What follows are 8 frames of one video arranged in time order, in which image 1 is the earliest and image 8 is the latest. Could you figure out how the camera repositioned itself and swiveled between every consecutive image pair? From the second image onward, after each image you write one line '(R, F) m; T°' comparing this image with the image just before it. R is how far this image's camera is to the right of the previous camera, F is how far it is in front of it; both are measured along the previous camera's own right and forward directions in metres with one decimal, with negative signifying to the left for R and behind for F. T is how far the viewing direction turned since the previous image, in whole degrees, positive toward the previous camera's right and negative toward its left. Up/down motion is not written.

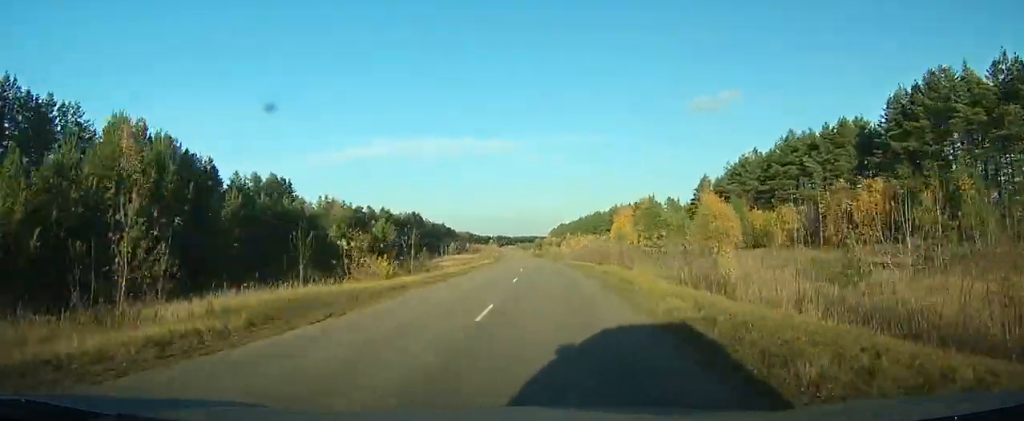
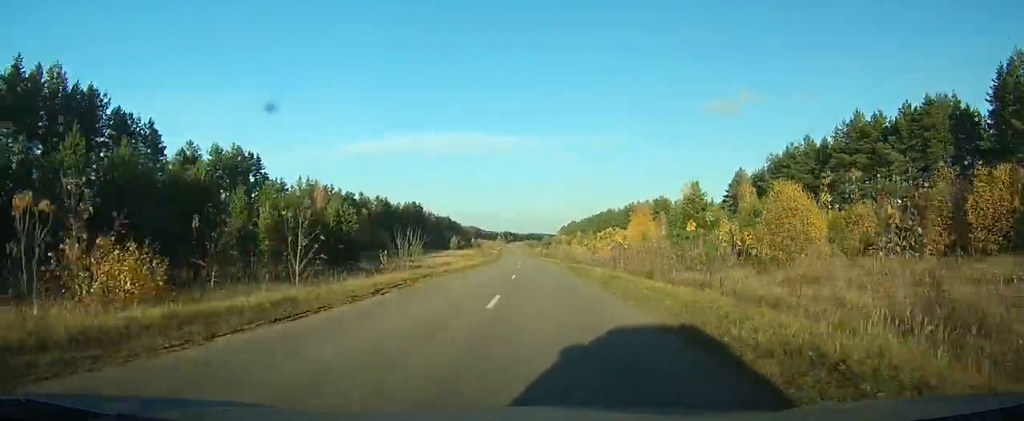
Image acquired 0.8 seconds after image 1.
(-0.3, +23.2) m; -1°
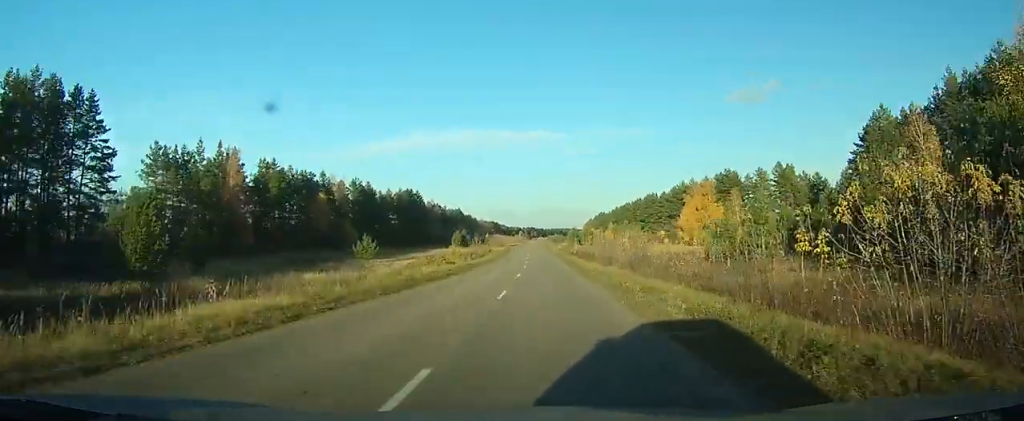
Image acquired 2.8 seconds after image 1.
(-1.4, +57.8) m; -2°
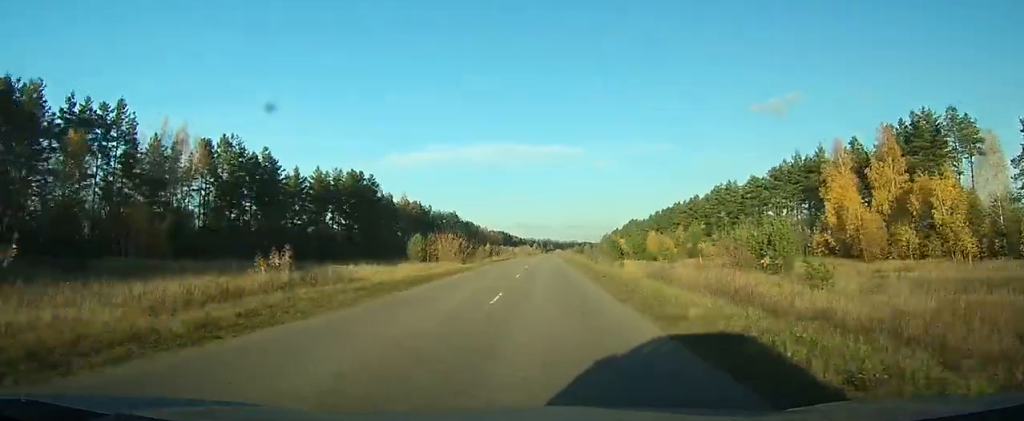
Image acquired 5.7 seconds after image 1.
(-1.0, +81.6) m; -2°
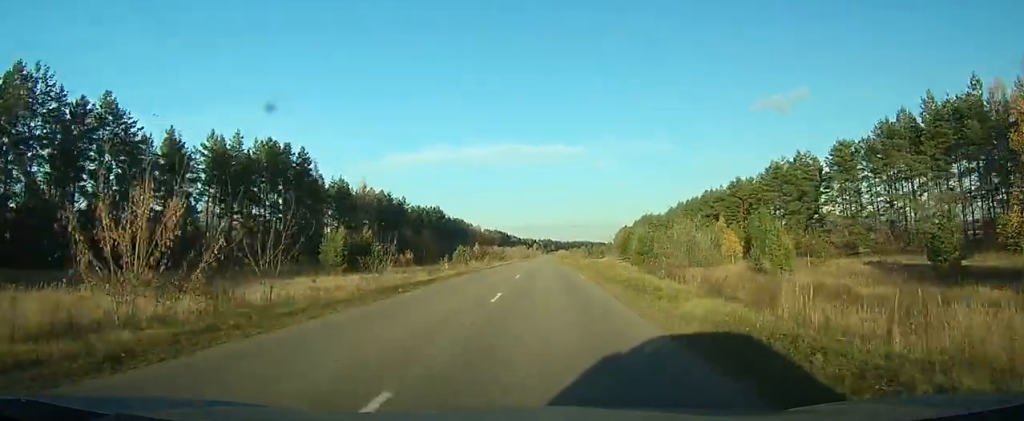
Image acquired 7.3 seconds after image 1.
(-0.5, +43.3) m; -1°
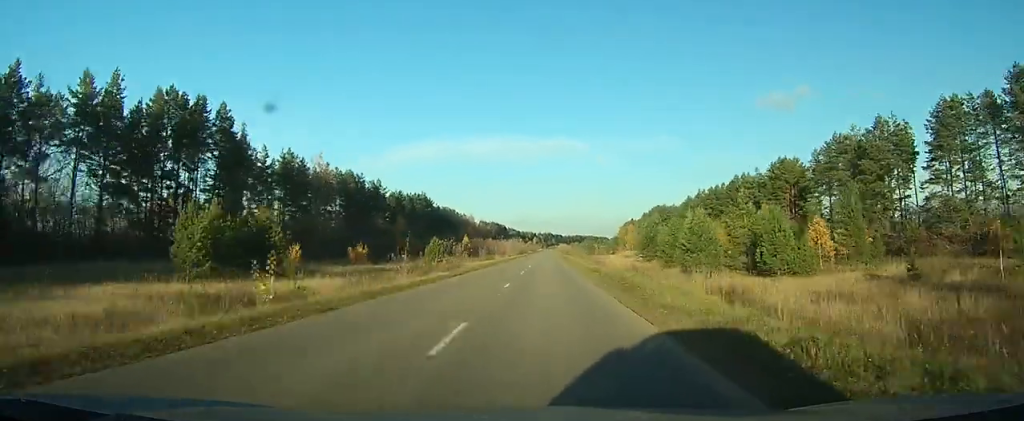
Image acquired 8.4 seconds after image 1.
(-0.4, +28.9) m; 0°
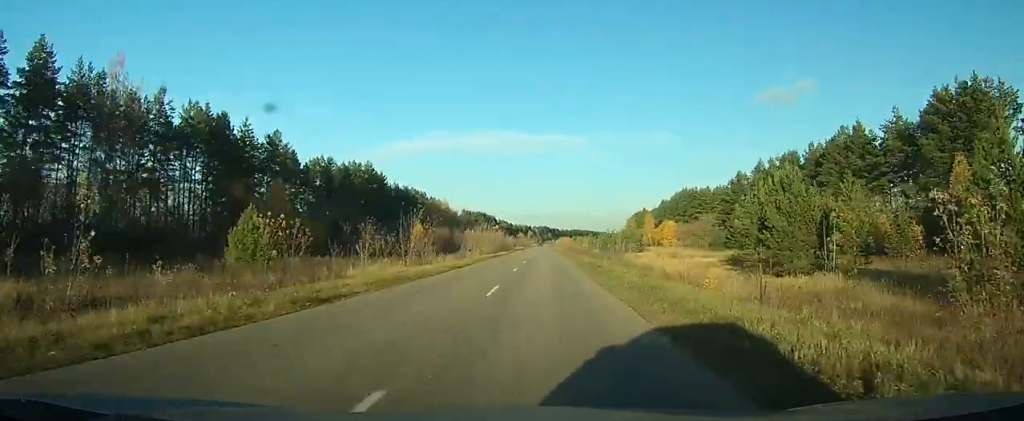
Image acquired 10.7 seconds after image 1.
(+2.7, +65.2) m; +6°
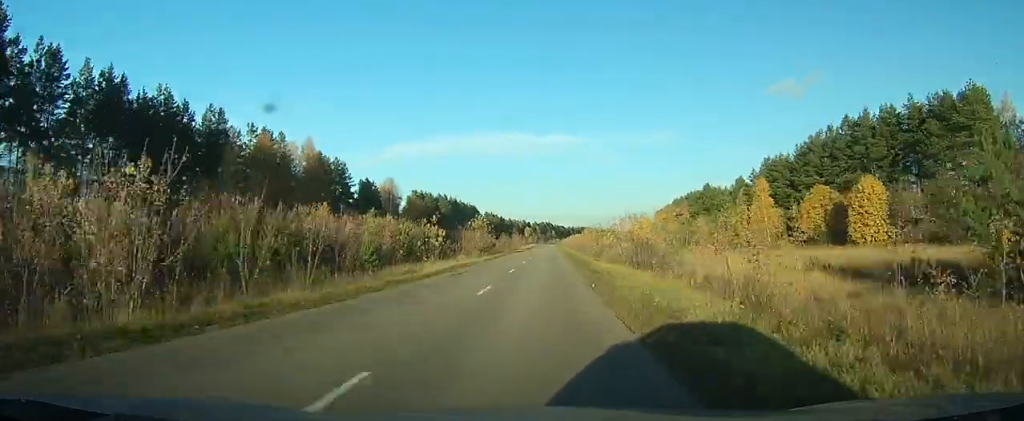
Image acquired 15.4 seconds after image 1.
(-15.5, +128.5) m; -14°
